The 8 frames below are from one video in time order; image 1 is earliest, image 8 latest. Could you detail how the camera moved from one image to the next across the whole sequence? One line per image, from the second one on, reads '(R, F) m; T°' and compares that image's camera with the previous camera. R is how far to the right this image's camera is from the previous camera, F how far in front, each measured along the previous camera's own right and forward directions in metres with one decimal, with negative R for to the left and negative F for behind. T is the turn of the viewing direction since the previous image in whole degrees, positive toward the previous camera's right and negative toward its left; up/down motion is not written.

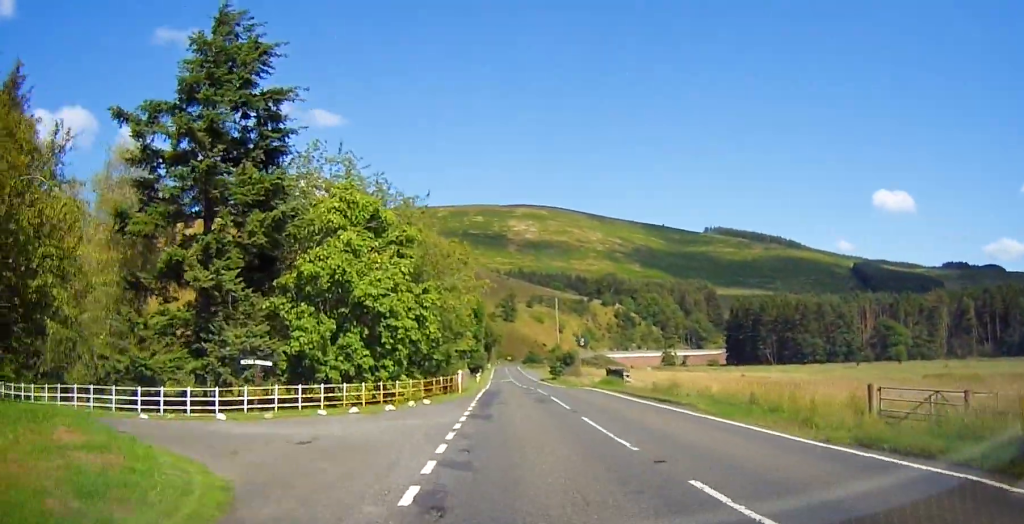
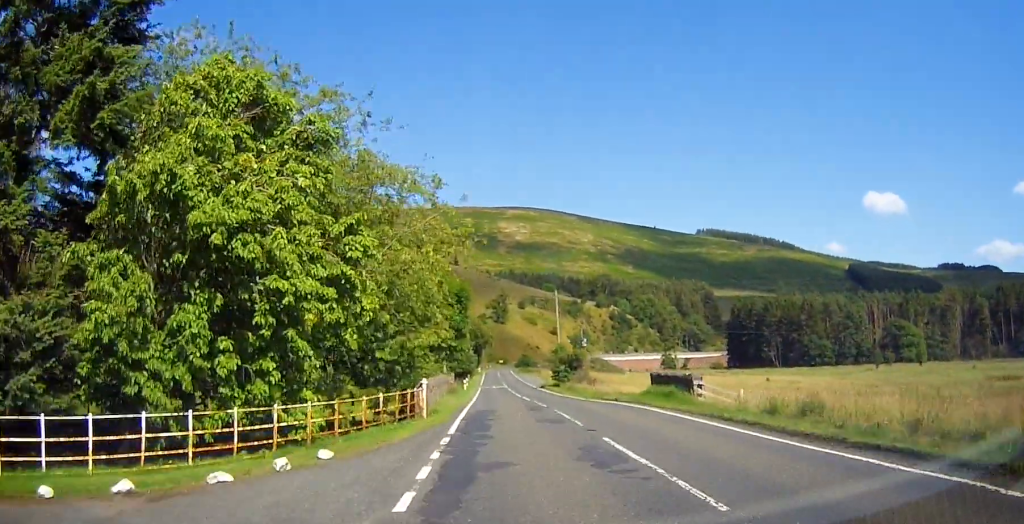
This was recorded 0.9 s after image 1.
(+0.3, +13.6) m; +1°
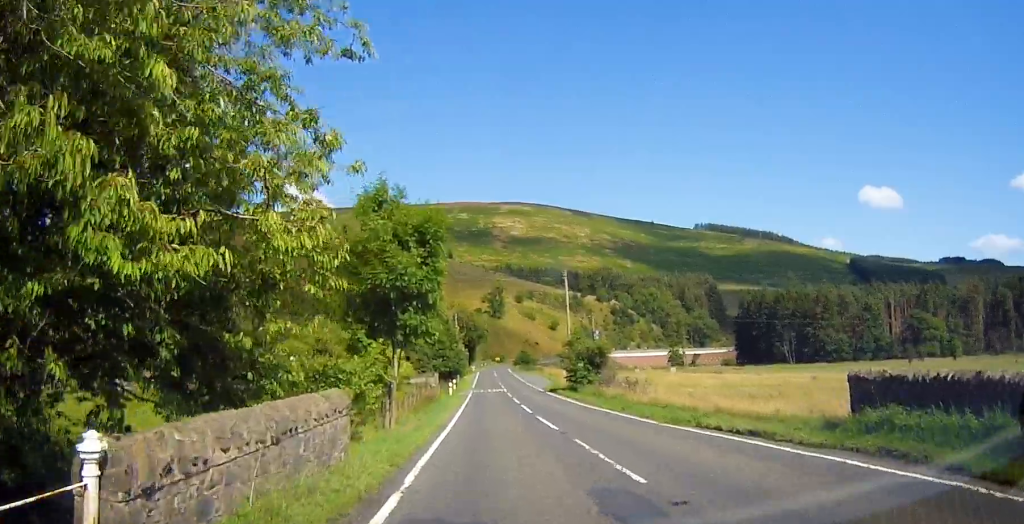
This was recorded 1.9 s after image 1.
(0.0, +16.3) m; 0°
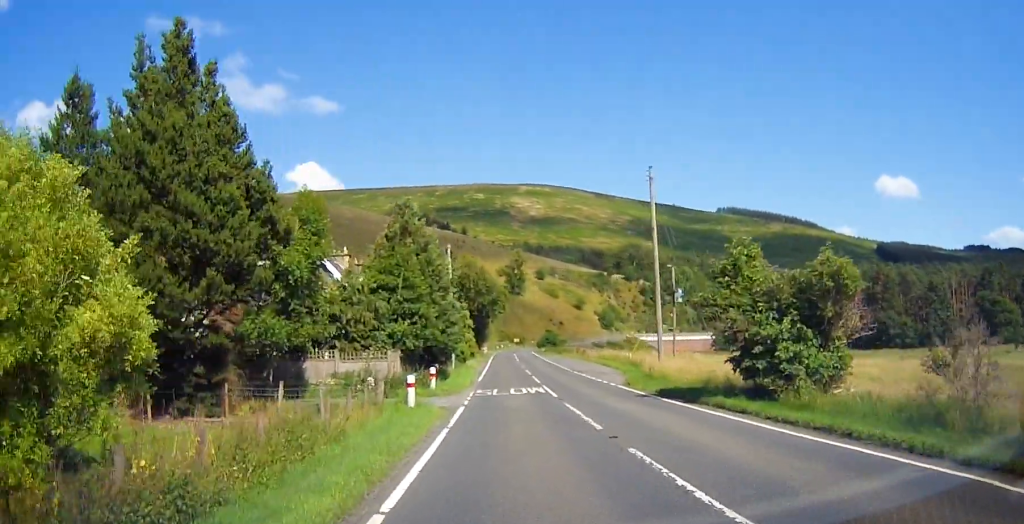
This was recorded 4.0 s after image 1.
(-0.2, +31.5) m; -1°
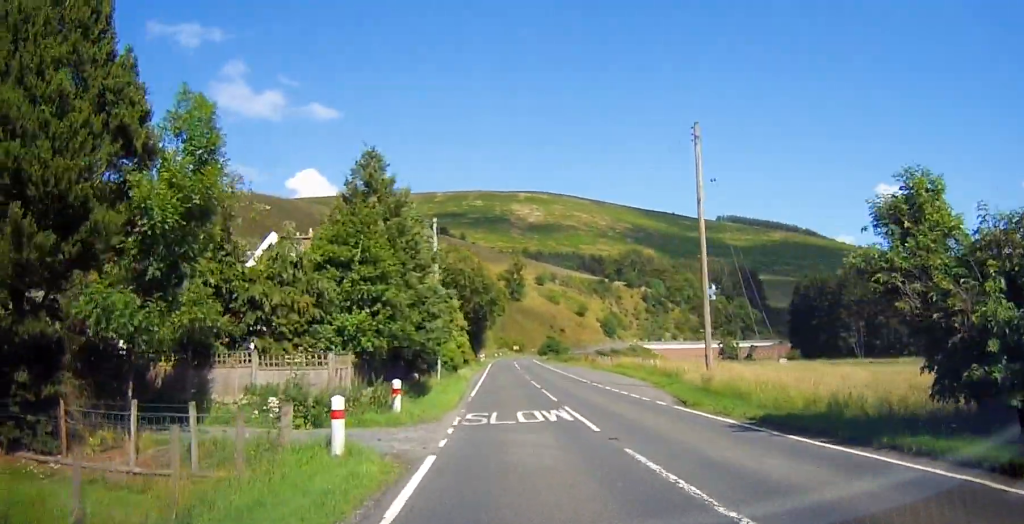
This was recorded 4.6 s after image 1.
(0.0, +8.9) m; 0°
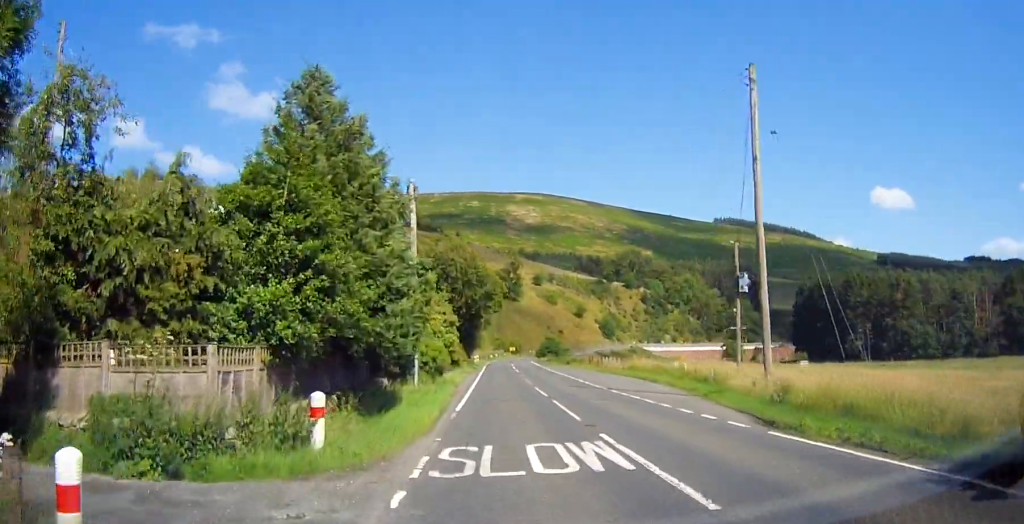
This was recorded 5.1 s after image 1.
(0.0, +6.9) m; 0°
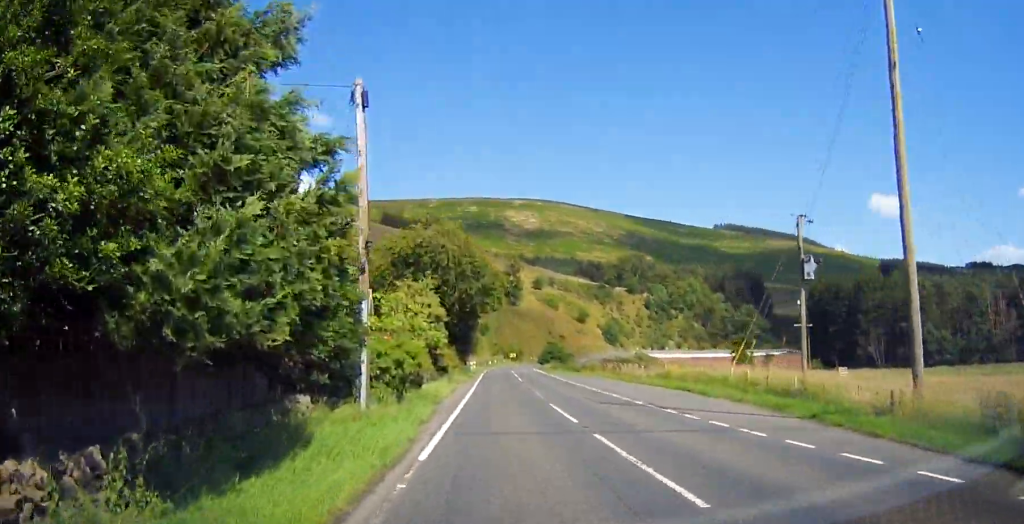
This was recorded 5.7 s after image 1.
(0.0, +8.8) m; 0°
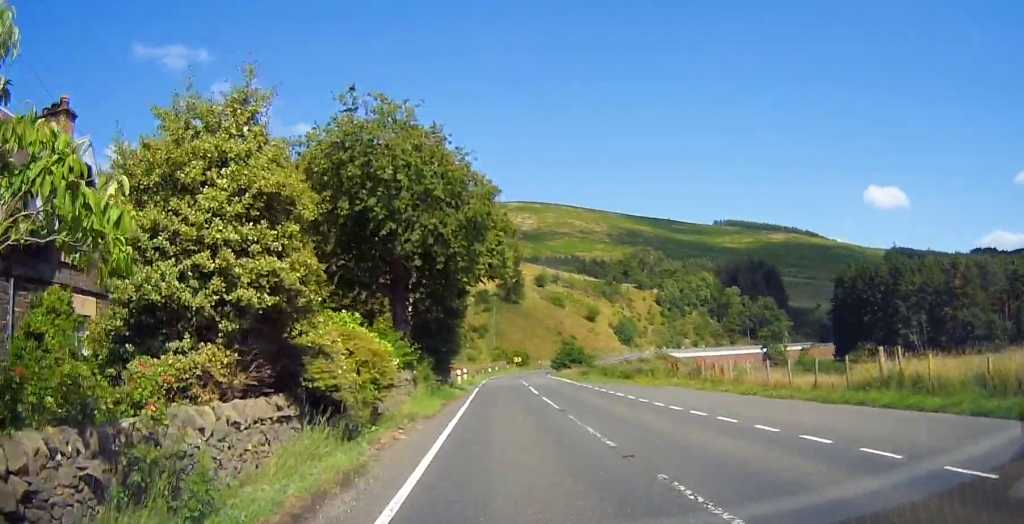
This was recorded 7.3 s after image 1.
(0.0, +22.4) m; 0°
